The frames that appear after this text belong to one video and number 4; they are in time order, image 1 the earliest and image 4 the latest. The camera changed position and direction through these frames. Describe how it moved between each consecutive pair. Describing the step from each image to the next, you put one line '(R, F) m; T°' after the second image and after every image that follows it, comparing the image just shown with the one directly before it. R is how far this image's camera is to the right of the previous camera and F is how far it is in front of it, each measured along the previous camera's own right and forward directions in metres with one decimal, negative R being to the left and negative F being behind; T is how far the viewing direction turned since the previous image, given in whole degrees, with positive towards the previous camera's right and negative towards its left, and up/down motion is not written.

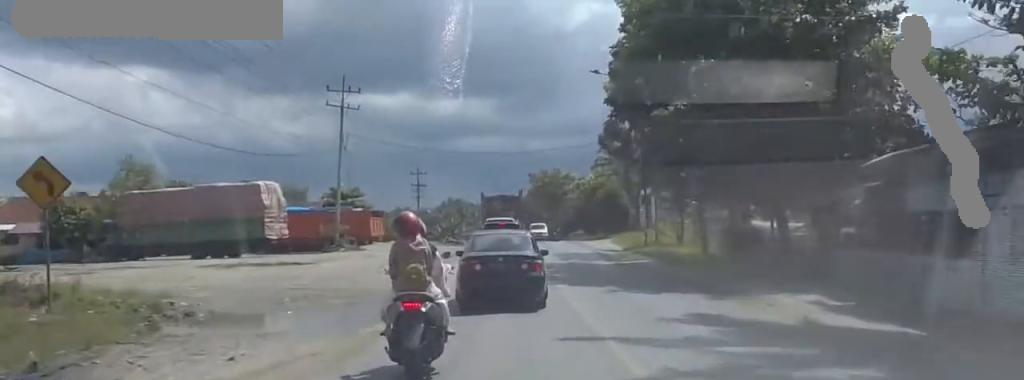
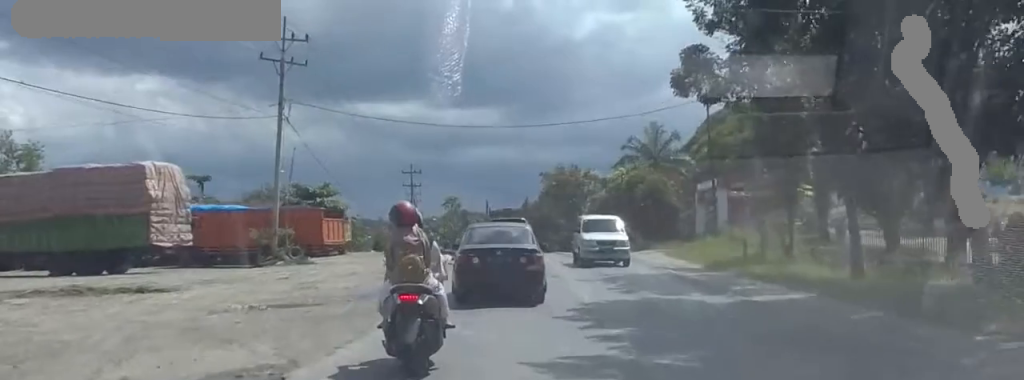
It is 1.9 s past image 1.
(0.0, +13.1) m; 0°
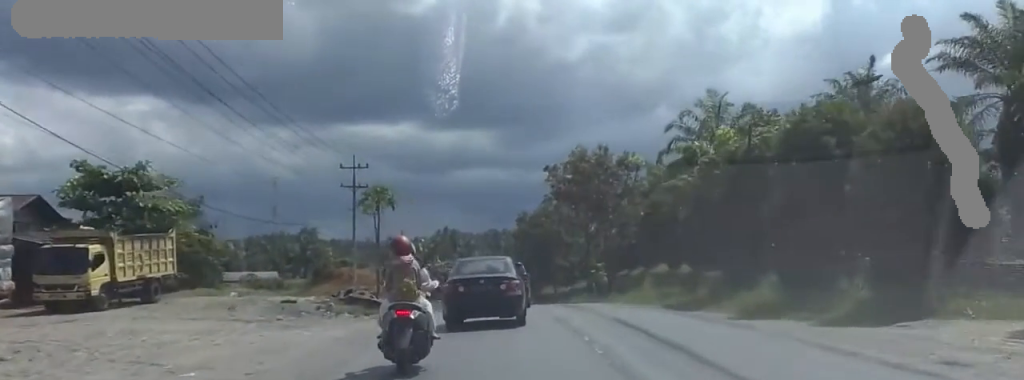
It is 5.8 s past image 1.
(+2.9, +27.1) m; +1°
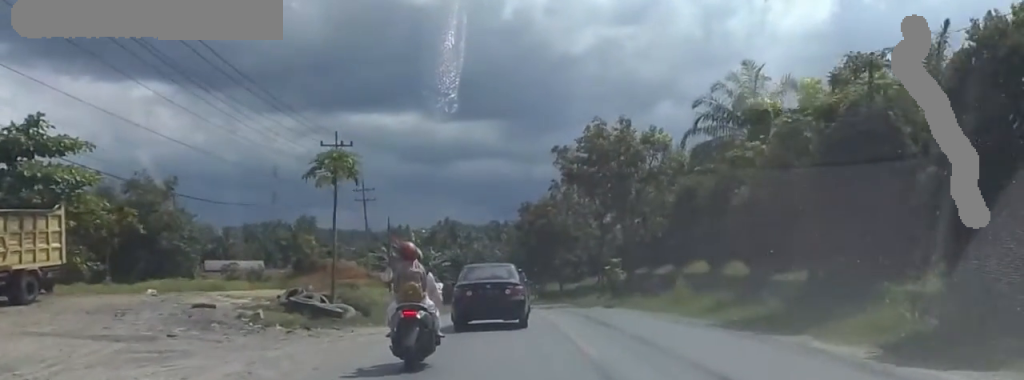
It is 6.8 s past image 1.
(-0.2, +7.1) m; -1°
